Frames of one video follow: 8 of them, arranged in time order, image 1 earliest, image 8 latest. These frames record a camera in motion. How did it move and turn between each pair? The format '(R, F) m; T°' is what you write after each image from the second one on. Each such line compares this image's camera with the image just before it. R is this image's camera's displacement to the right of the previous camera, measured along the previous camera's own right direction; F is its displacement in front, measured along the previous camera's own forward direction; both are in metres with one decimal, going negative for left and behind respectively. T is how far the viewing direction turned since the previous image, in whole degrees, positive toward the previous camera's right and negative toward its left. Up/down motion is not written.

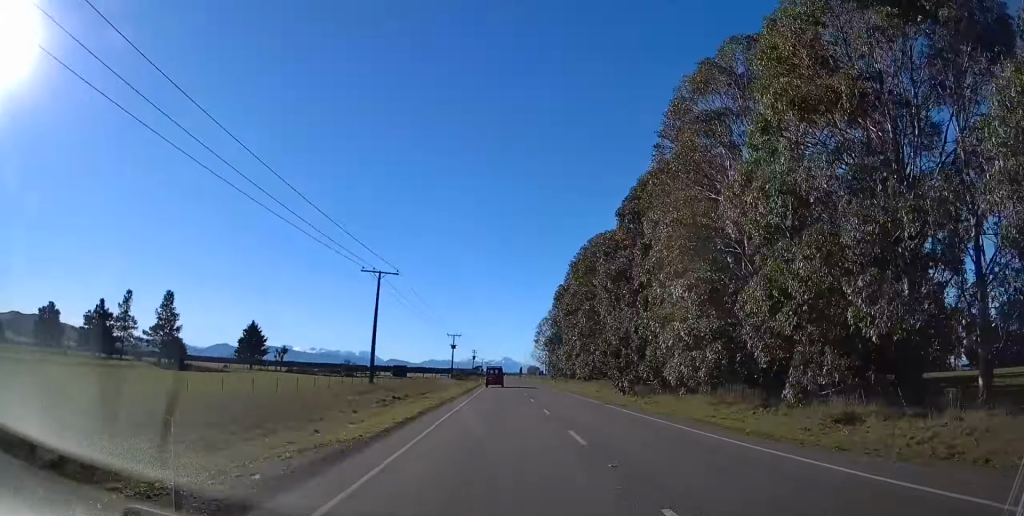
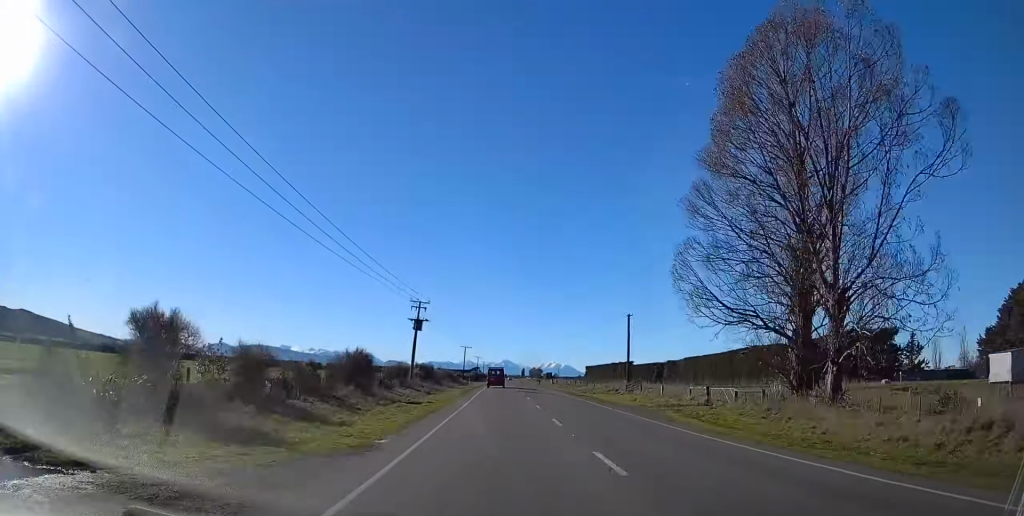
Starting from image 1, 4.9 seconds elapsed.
(-0.8, +134.7) m; 0°
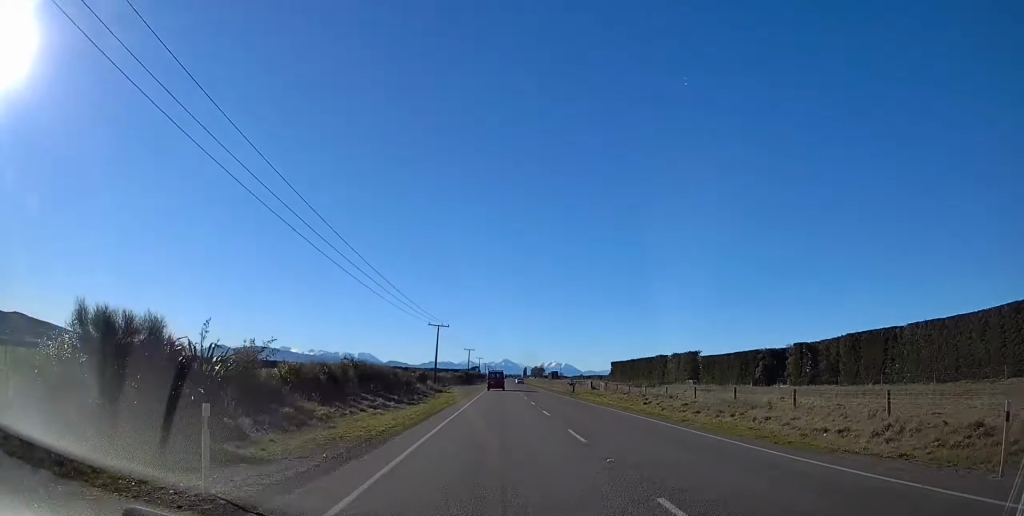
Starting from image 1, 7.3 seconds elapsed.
(+0.1, +65.5) m; 0°
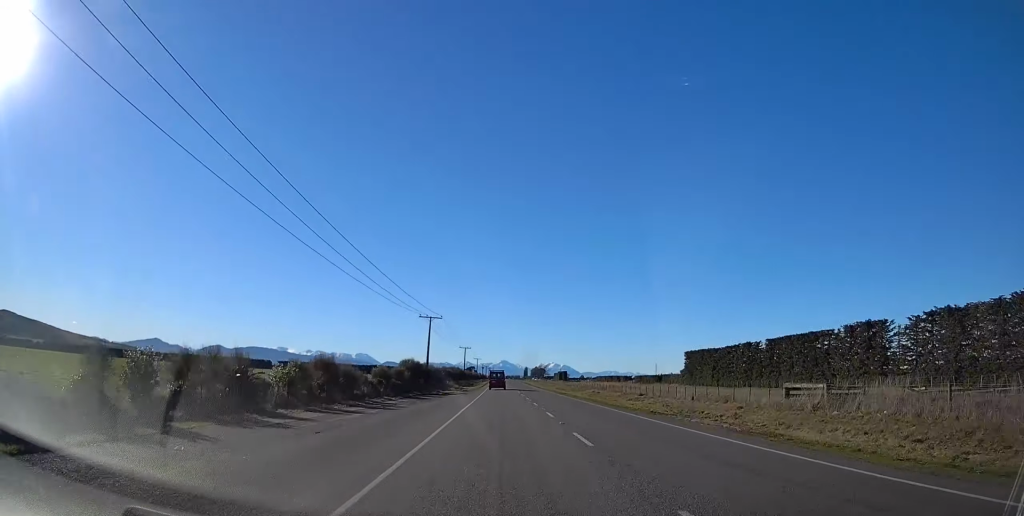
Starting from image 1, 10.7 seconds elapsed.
(+0.6, +90.9) m; 0°
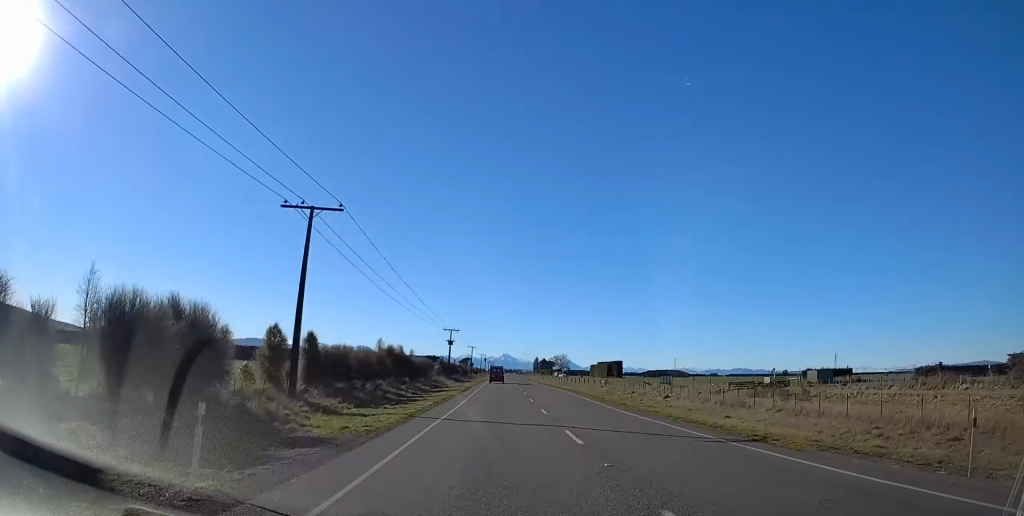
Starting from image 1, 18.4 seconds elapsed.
(-0.4, +210.9) m; -1°
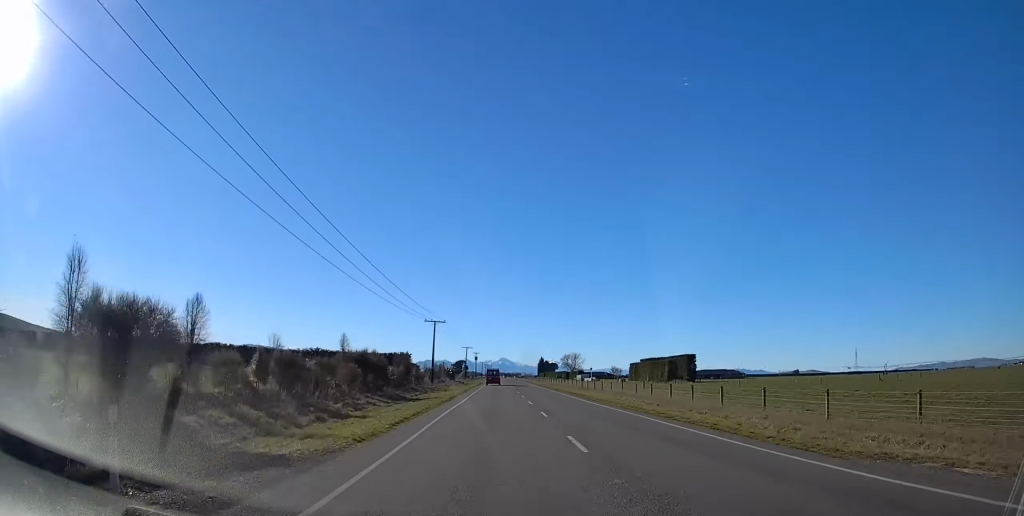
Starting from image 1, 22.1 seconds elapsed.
(-1.1, +101.8) m; 0°
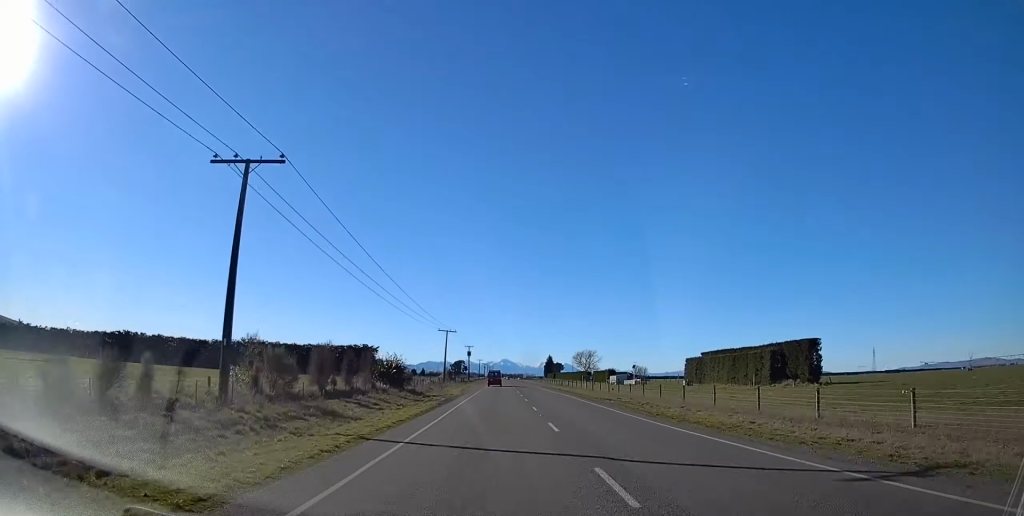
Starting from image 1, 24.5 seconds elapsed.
(+0.6, +65.4) m; 0°
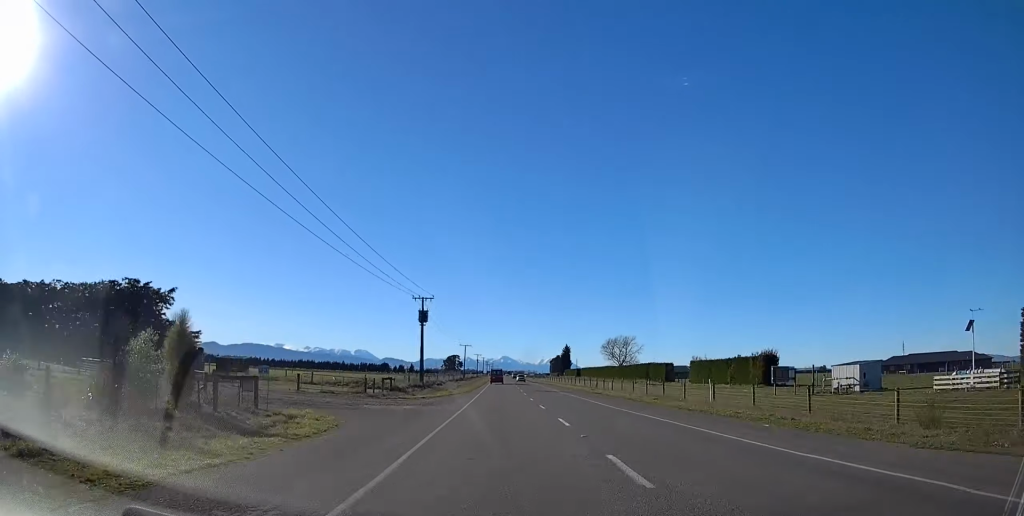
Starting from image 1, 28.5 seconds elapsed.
(+0.3, +108.9) m; 0°
